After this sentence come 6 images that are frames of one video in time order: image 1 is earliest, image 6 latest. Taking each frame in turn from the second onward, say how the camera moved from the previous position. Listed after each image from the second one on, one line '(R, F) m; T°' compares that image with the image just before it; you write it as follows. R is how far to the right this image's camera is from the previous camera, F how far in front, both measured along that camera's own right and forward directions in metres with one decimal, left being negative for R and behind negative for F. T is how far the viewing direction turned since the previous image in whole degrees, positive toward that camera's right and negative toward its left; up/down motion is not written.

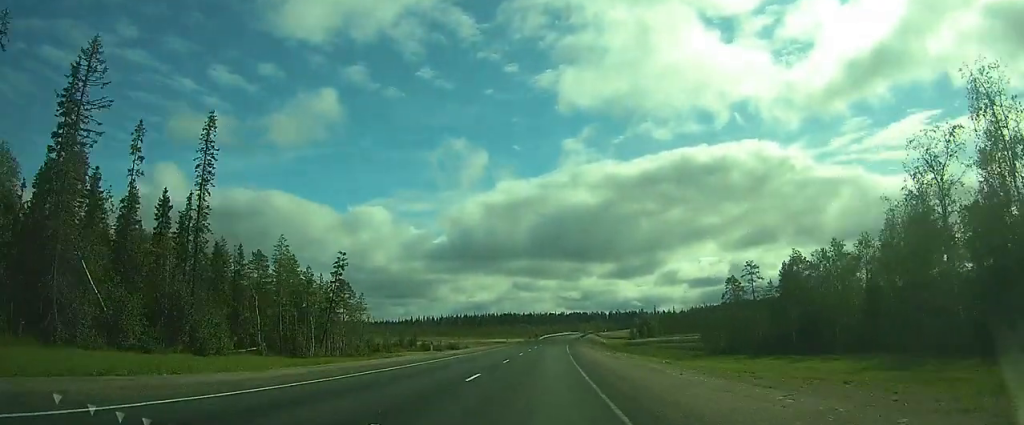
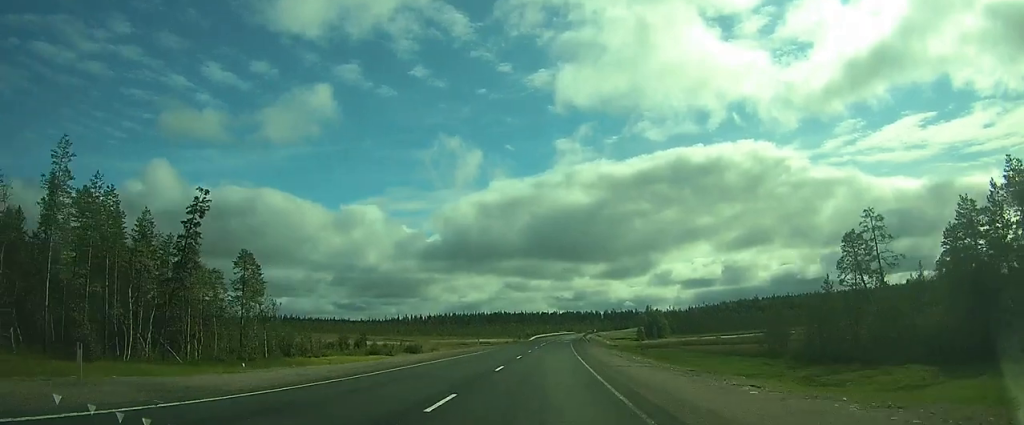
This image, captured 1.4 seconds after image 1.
(+0.2, +28.8) m; +1°
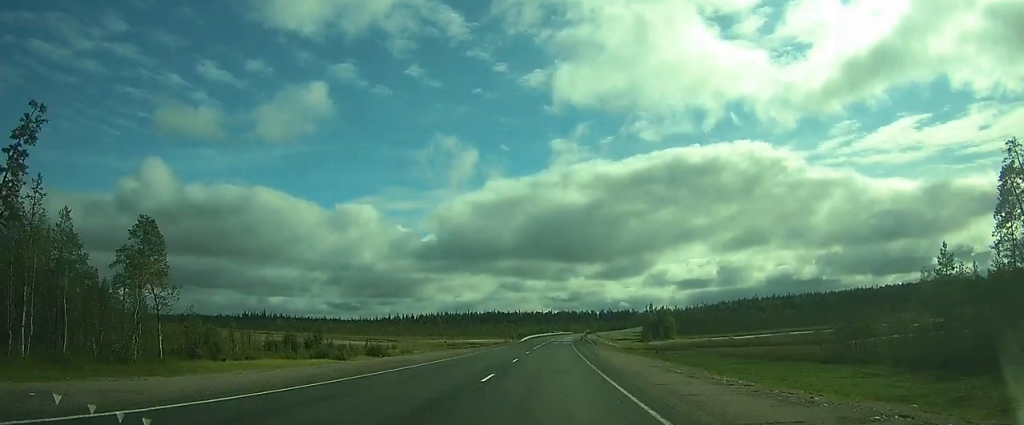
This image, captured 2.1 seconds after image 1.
(0.0, +16.2) m; 0°
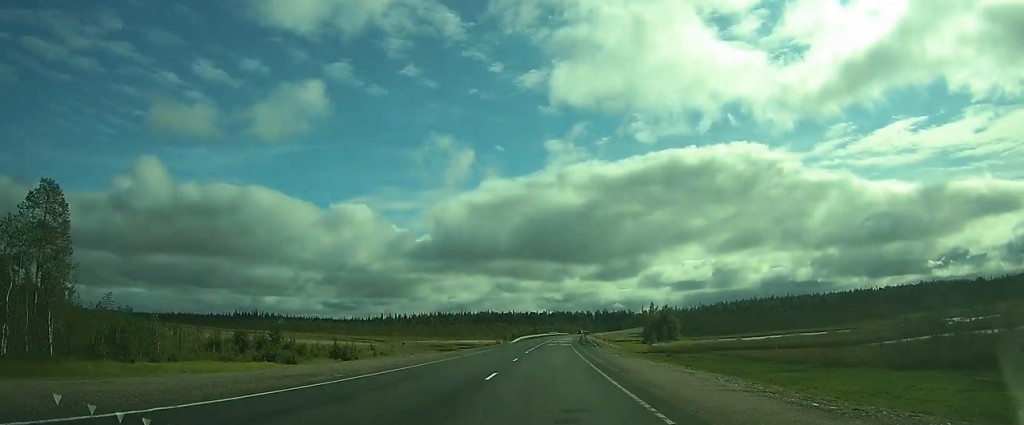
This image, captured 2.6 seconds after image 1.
(0.0, +10.5) m; 0°
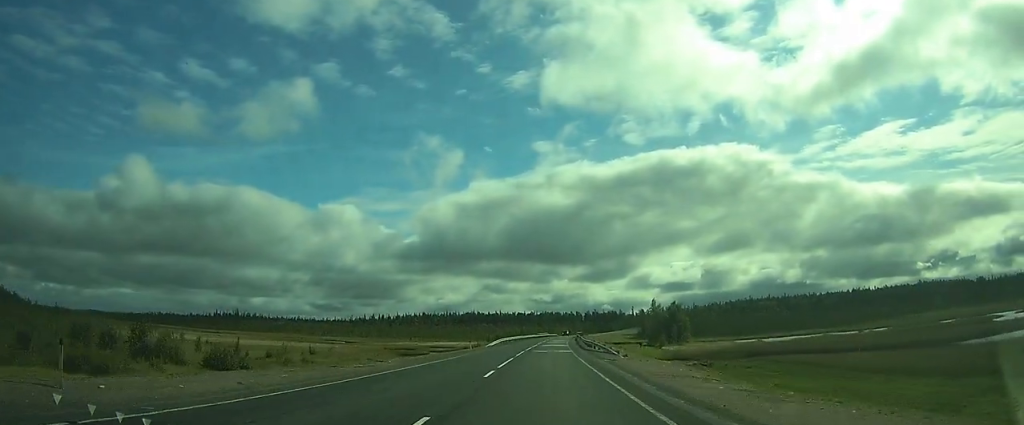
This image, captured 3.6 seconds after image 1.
(+0.1, +21.1) m; +1°
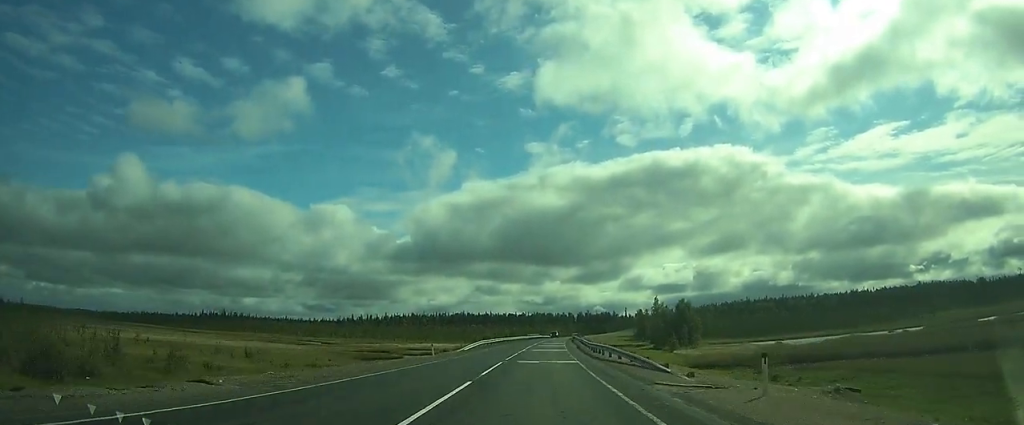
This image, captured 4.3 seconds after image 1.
(+0.2, +14.9) m; +1°
